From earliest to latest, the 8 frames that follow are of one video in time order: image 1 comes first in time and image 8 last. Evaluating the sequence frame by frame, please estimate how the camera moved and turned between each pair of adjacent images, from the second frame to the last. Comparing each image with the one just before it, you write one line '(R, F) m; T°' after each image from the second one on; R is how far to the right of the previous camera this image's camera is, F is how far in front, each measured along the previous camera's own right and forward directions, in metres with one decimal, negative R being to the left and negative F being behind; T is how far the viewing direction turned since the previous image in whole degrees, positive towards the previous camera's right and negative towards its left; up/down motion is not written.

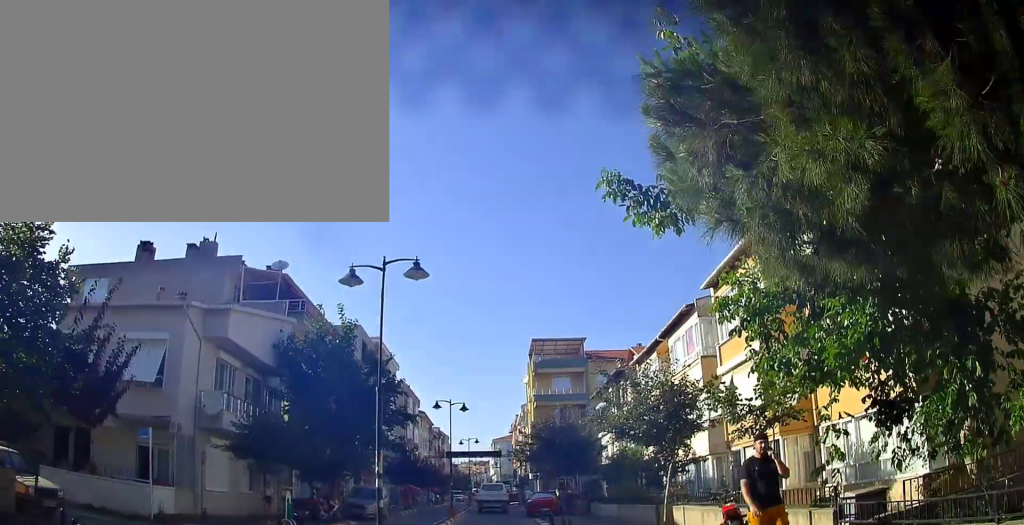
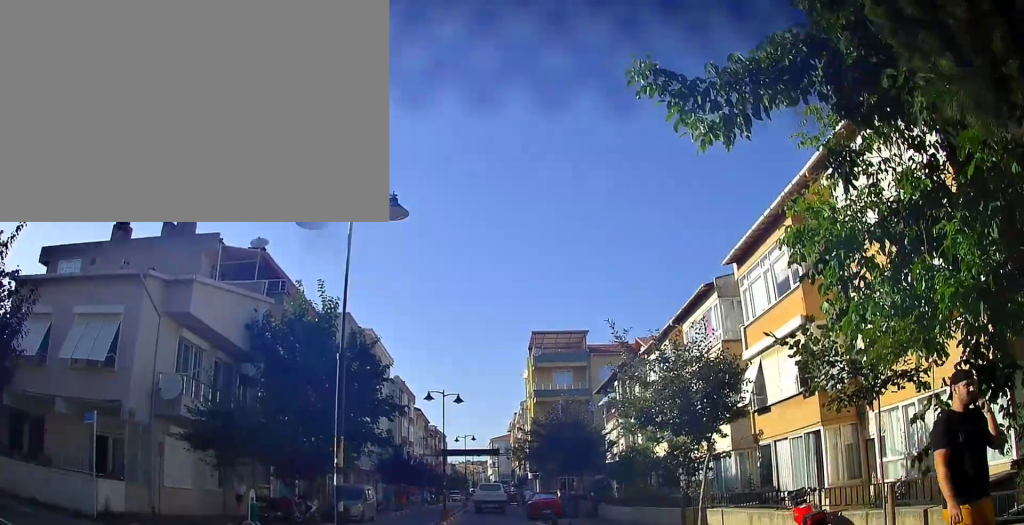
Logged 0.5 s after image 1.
(0.0, +2.7) m; 0°
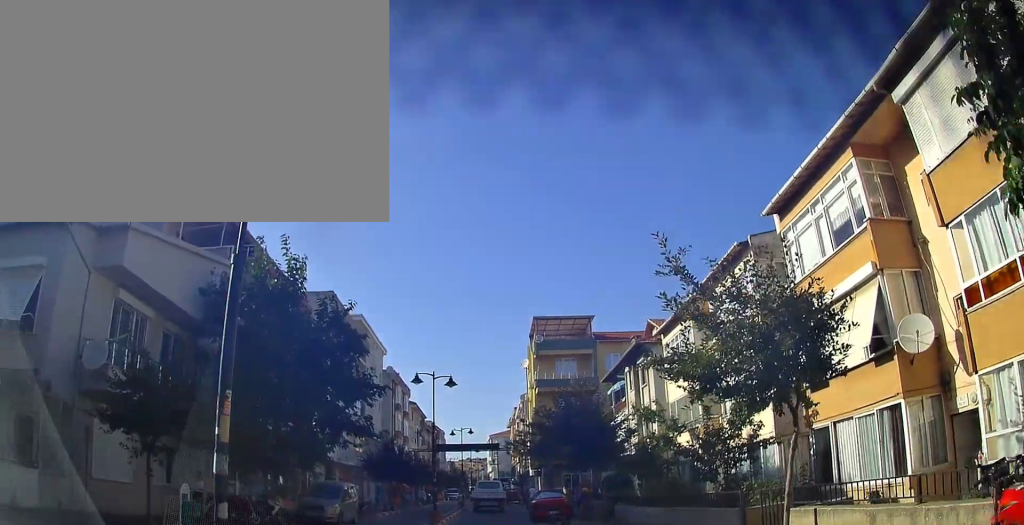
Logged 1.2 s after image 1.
(0.0, +3.5) m; 0°
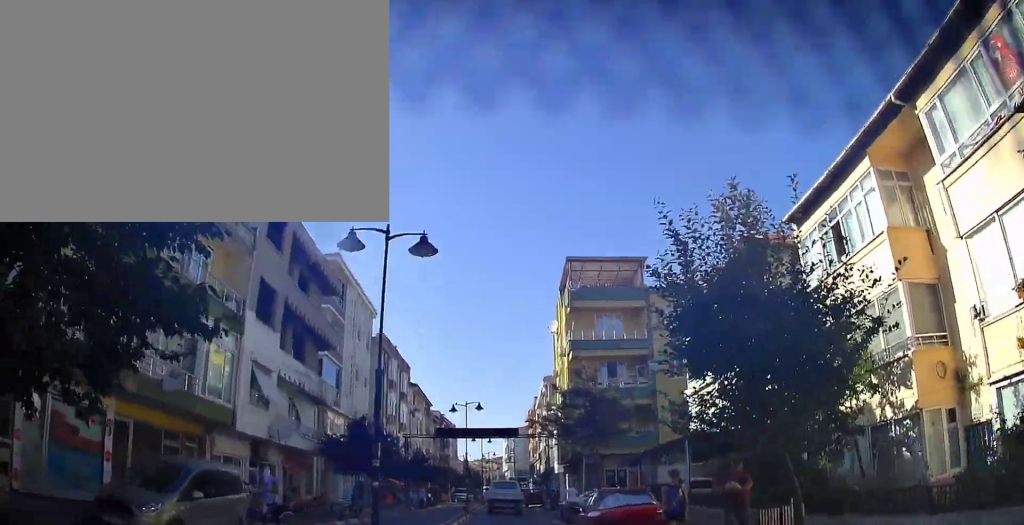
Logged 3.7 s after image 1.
(+0.1, +13.1) m; +2°
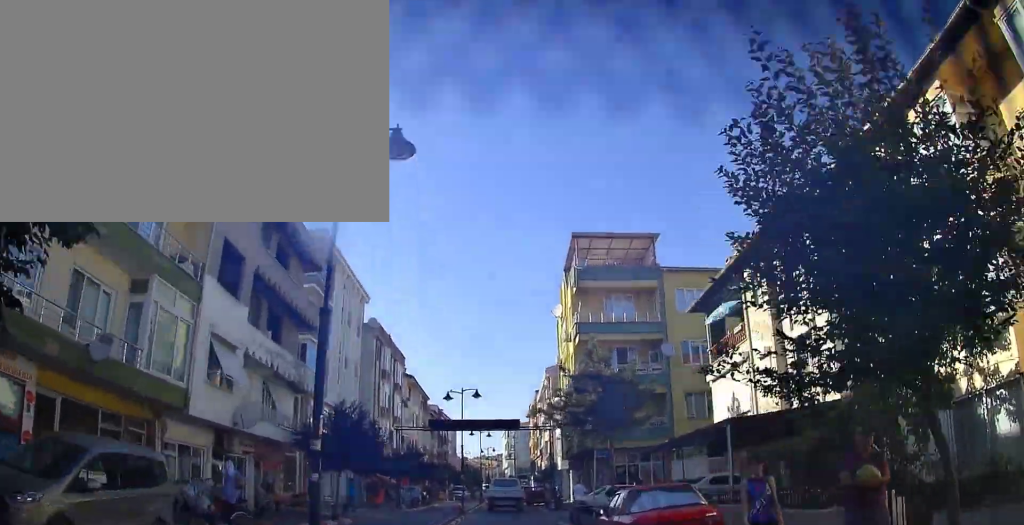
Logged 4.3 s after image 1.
(+0.1, +3.3) m; +1°
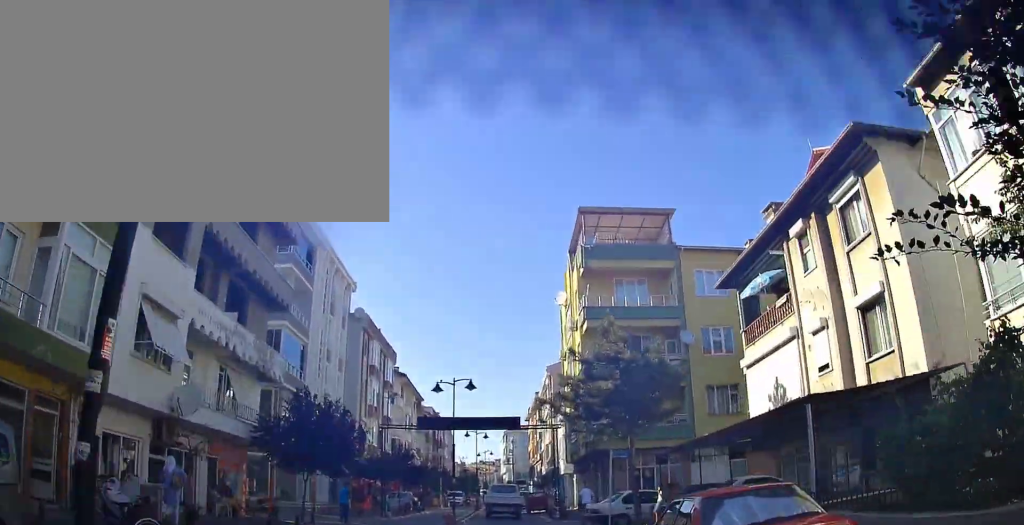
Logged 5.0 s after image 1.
(0.0, +3.9) m; 0°
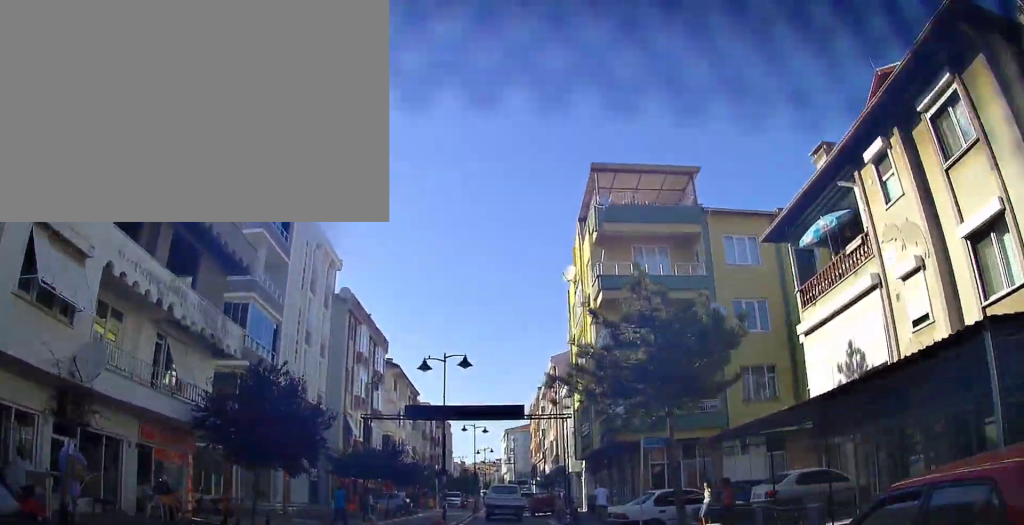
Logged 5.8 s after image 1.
(0.0, +4.4) m; -2°
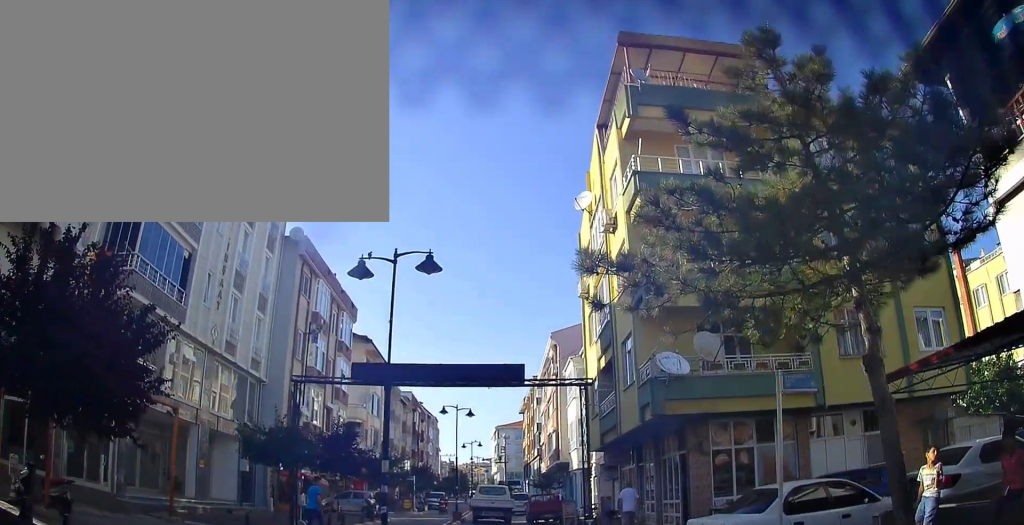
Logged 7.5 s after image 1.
(-0.3, +8.6) m; -3°
